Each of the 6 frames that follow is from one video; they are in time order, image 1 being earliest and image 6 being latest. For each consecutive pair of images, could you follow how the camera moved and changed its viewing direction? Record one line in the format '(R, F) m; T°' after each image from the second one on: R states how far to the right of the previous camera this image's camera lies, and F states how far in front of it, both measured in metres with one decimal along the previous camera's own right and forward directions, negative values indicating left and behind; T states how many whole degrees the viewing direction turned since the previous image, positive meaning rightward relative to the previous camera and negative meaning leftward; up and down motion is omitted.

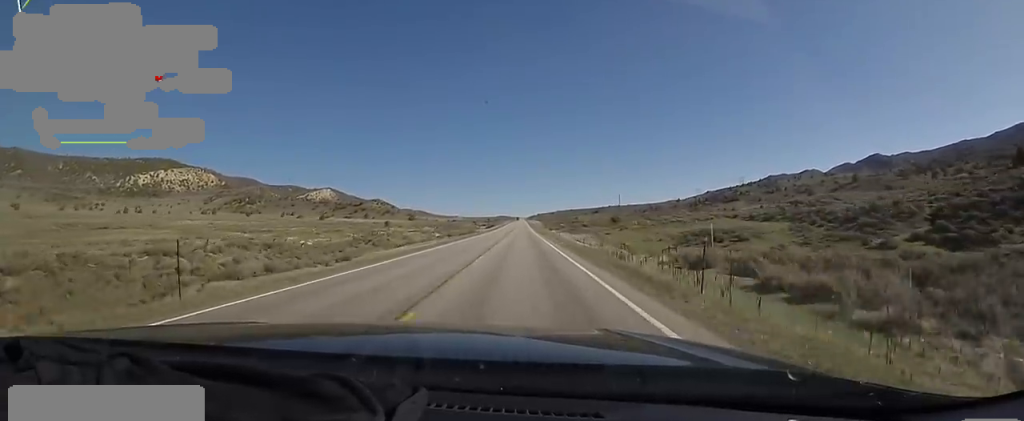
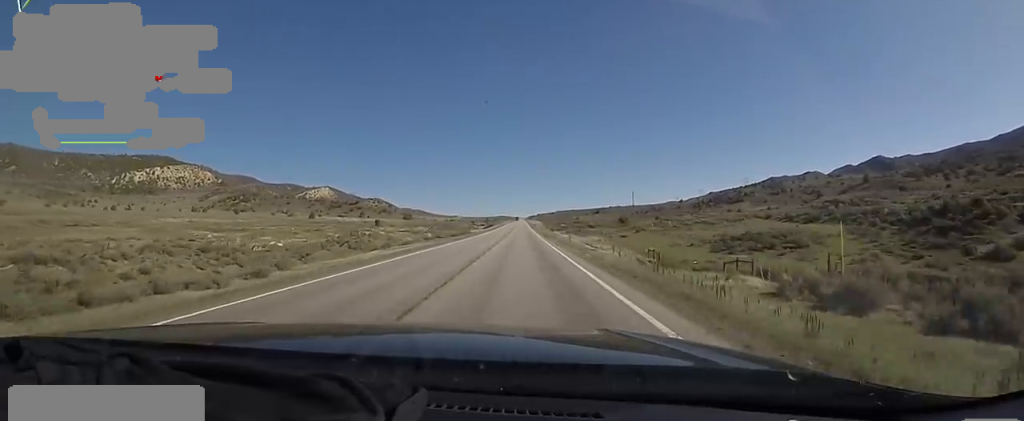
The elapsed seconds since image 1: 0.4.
(+0.5, +13.5) m; 0°
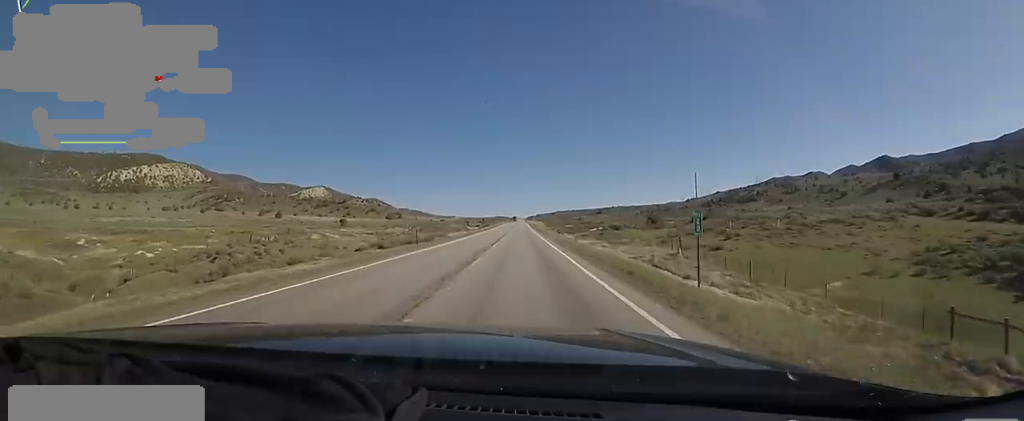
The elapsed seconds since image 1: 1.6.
(-0.6, +36.3) m; -2°
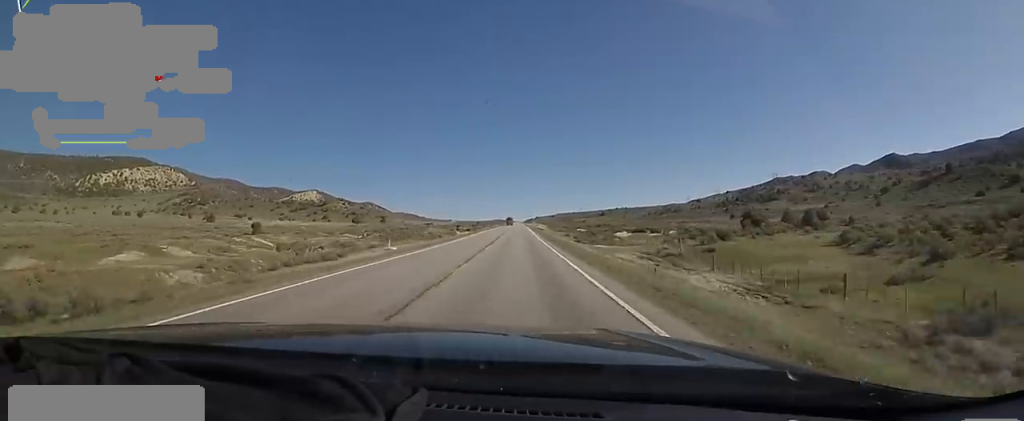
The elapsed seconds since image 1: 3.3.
(+1.0, +51.9) m; +2°
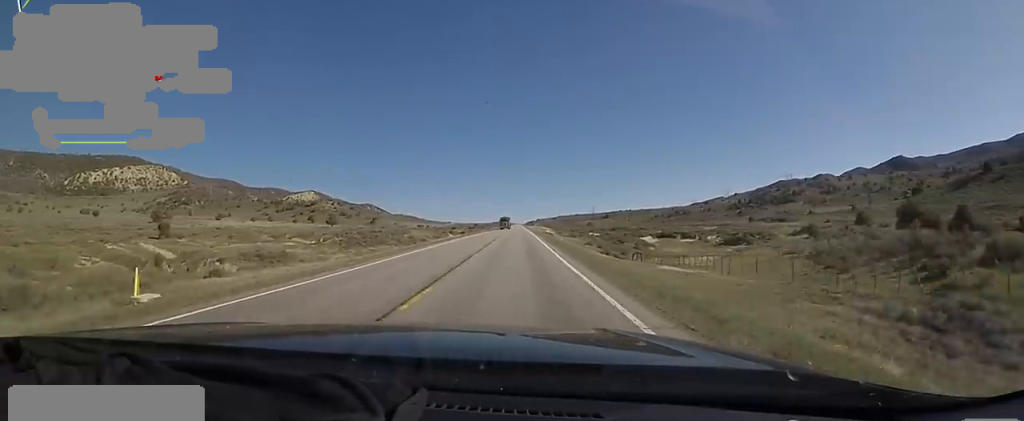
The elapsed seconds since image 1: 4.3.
(0.0, +31.1) m; -1°
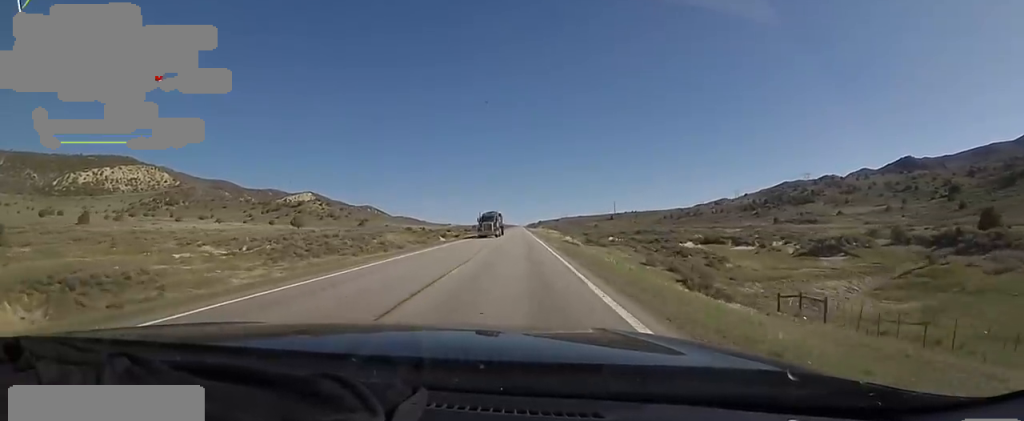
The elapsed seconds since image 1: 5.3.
(-0.6, +31.2) m; 0°
